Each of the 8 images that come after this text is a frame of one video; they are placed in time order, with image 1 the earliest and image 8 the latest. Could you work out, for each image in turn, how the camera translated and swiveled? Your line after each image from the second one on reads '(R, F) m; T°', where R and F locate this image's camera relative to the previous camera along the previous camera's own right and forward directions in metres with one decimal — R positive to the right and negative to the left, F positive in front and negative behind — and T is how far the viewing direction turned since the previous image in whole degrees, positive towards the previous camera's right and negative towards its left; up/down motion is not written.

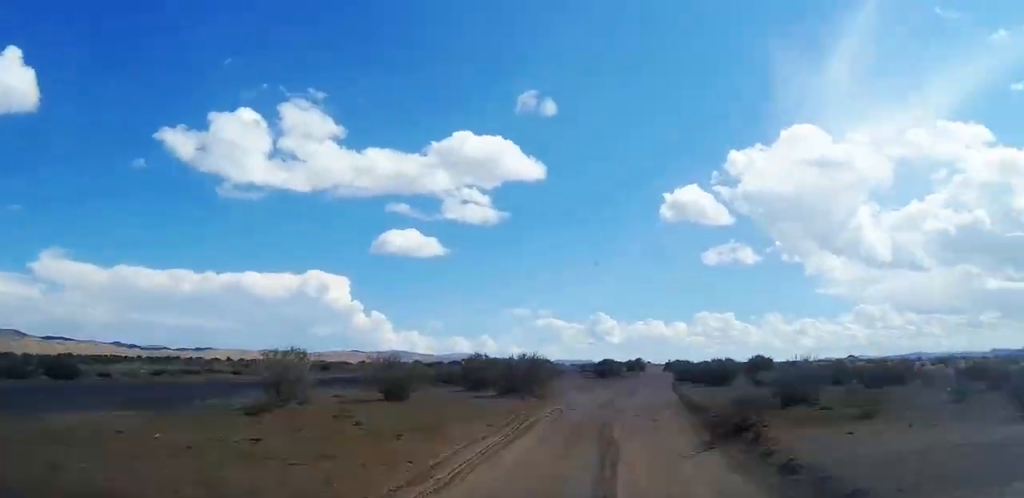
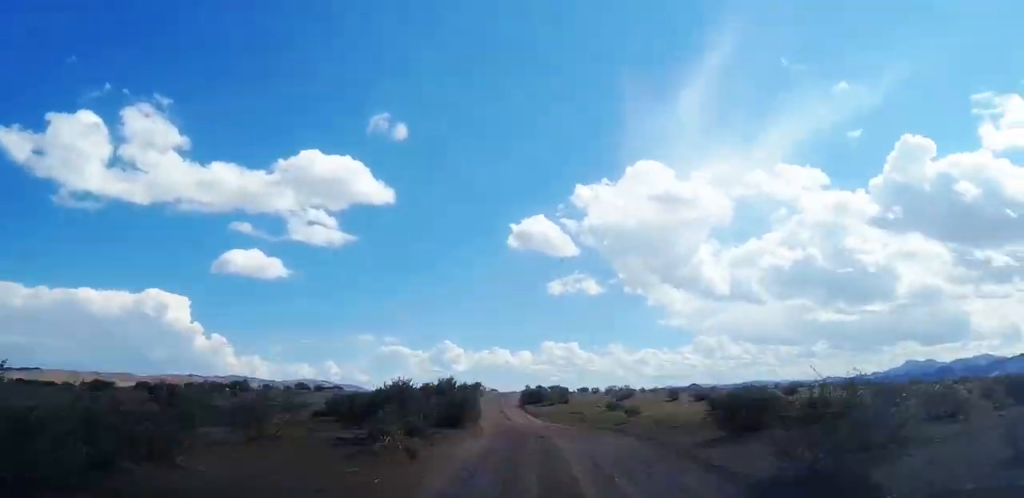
(-0.5, +42.5) m; +2°
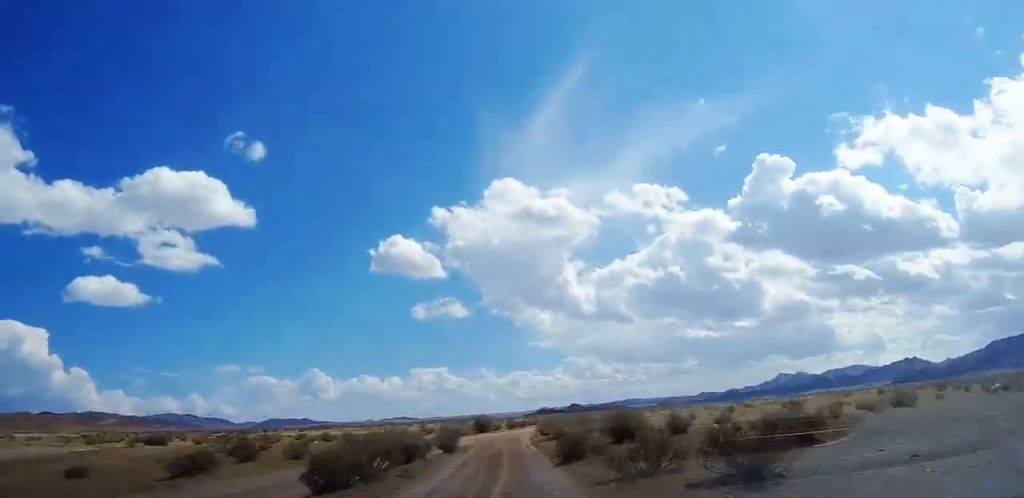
(+20.7, +164.6) m; +8°
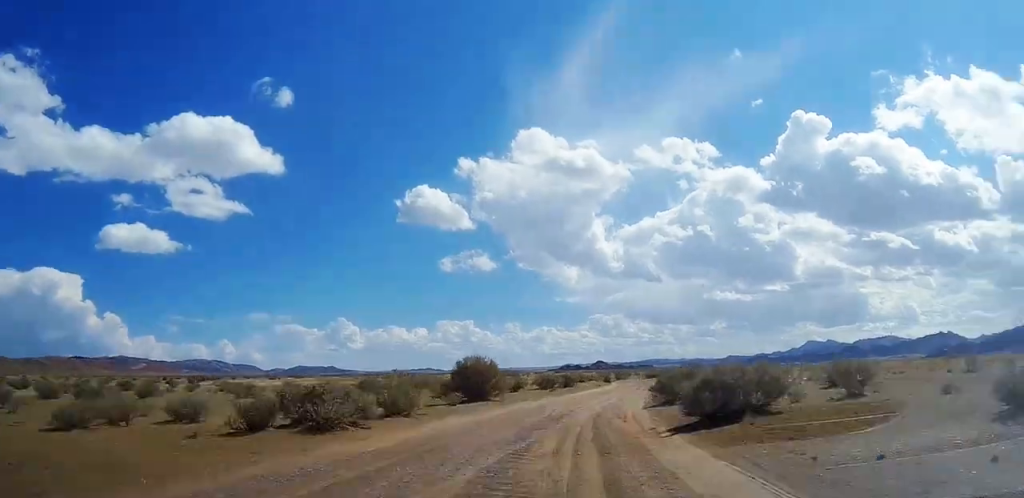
(-0.3, +44.2) m; -2°
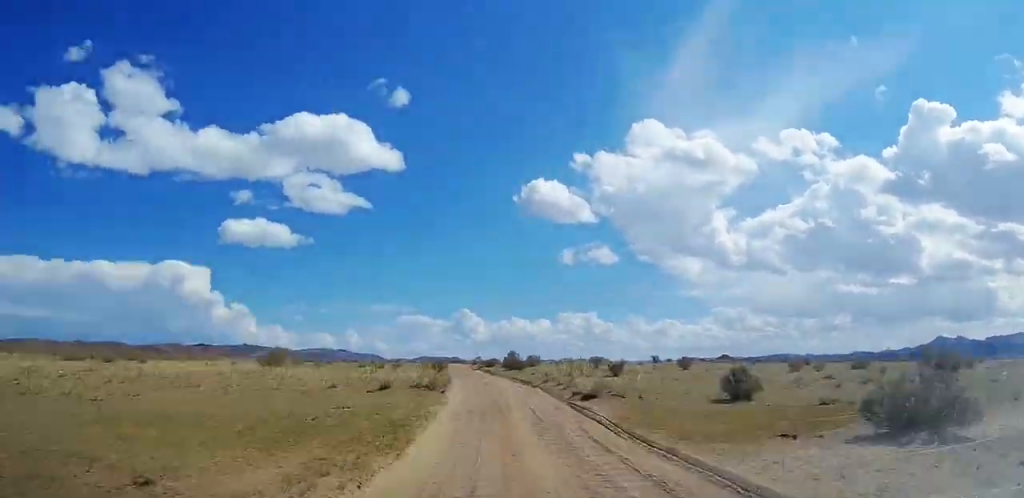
(-6.6, +97.7) m; -6°
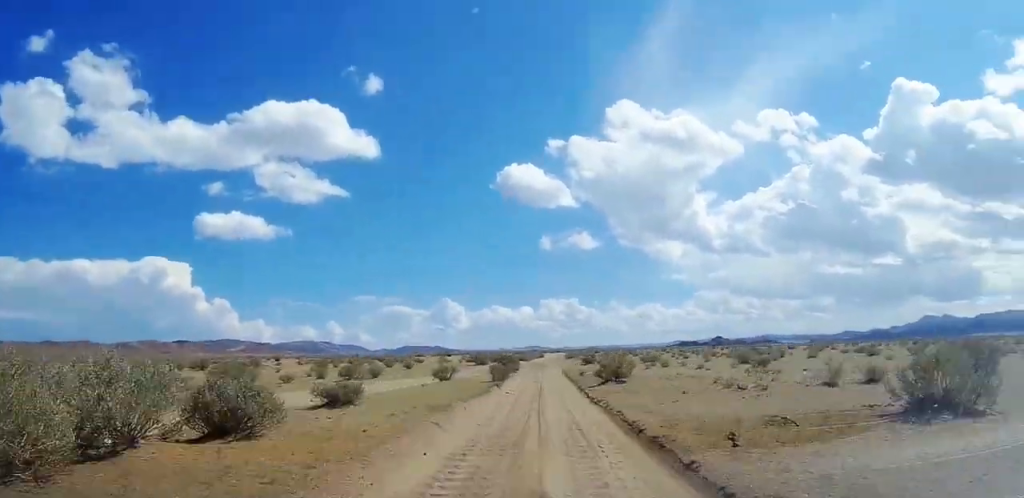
(-3.5, +118.0) m; +2°
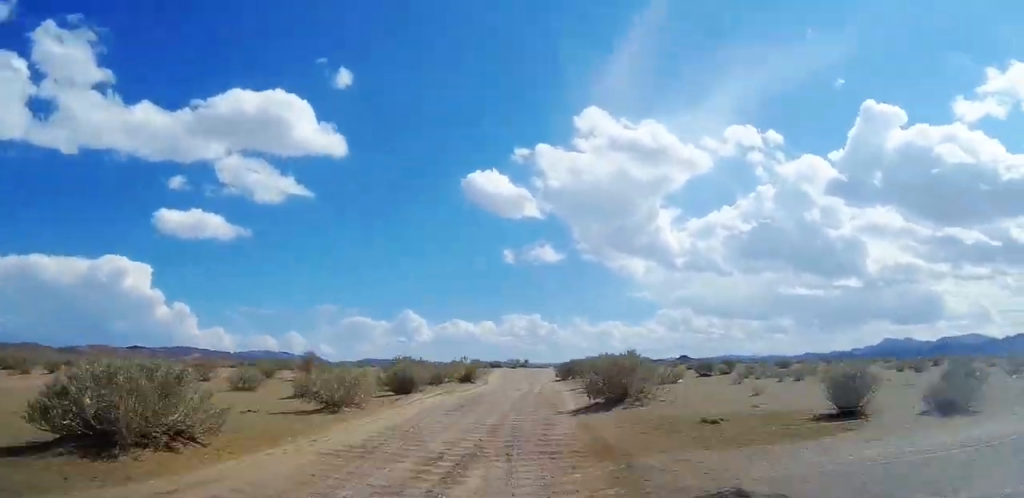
(+2.4, +71.2) m; +4°
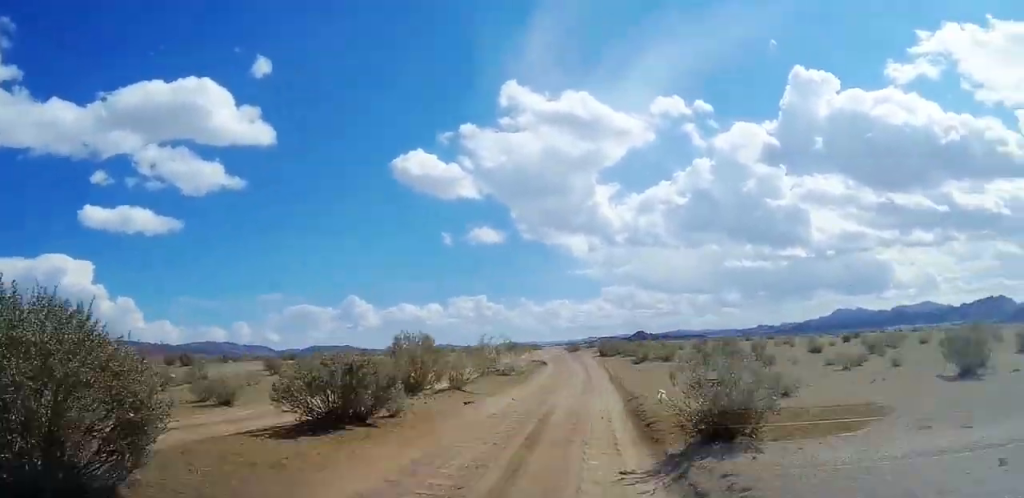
(+11.0, +202.5) m; +5°
